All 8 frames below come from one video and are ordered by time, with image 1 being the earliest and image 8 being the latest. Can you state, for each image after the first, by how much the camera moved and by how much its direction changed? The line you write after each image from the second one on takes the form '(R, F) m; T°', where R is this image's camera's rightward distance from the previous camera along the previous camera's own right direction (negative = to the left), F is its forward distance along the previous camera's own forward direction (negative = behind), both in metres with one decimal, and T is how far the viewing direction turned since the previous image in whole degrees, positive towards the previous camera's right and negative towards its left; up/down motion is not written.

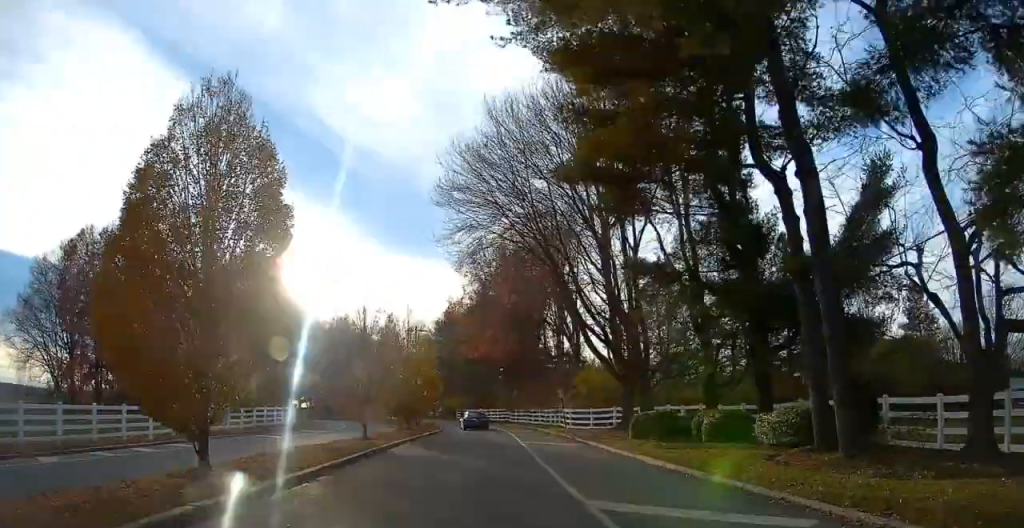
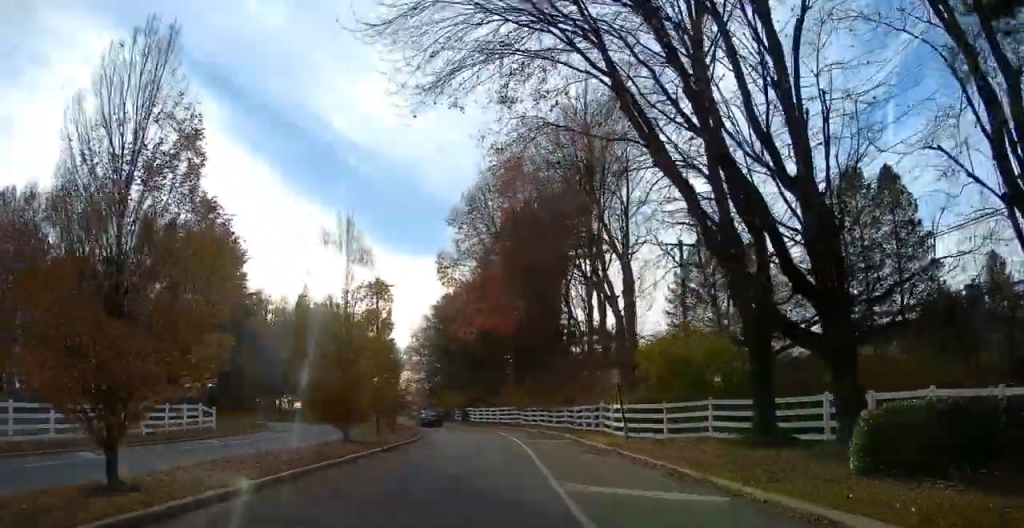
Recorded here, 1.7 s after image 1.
(-0.8, +18.9) m; -5°
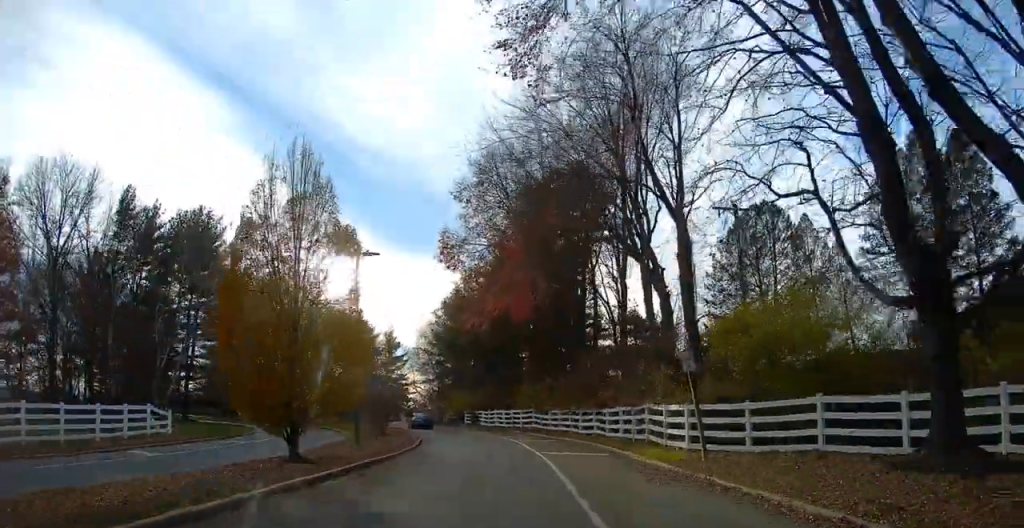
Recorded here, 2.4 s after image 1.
(-0.1, +7.7) m; 0°
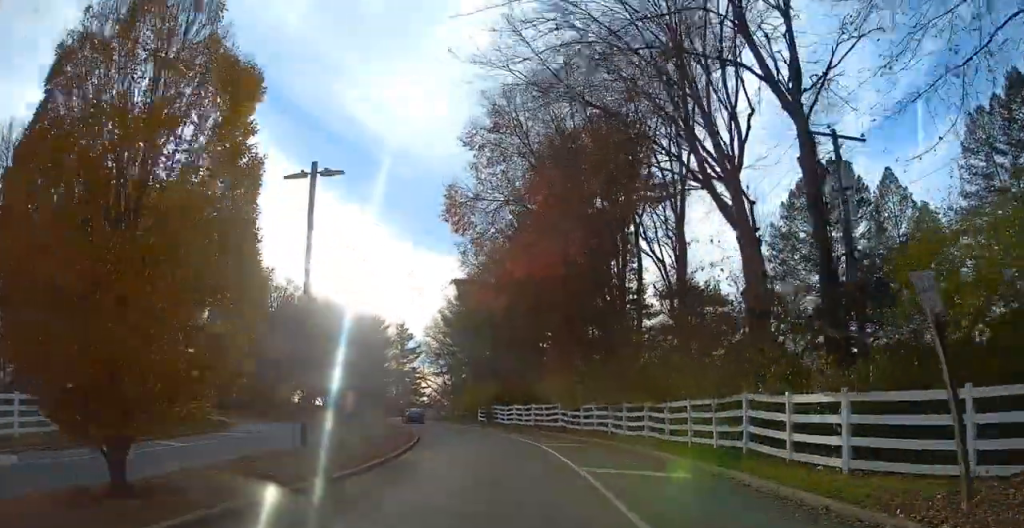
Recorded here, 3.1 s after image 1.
(0.0, +8.9) m; 0°
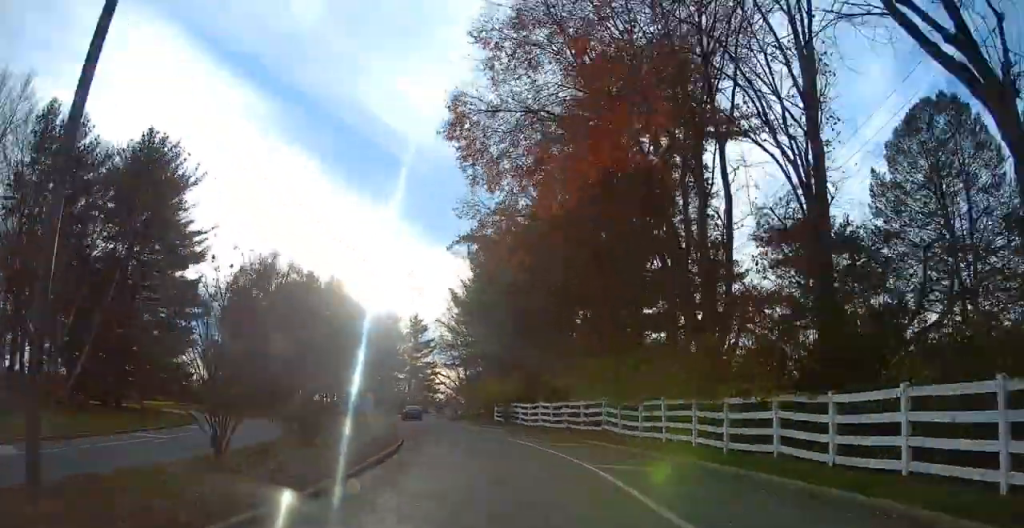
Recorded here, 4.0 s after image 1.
(0.0, +10.9) m; -1°
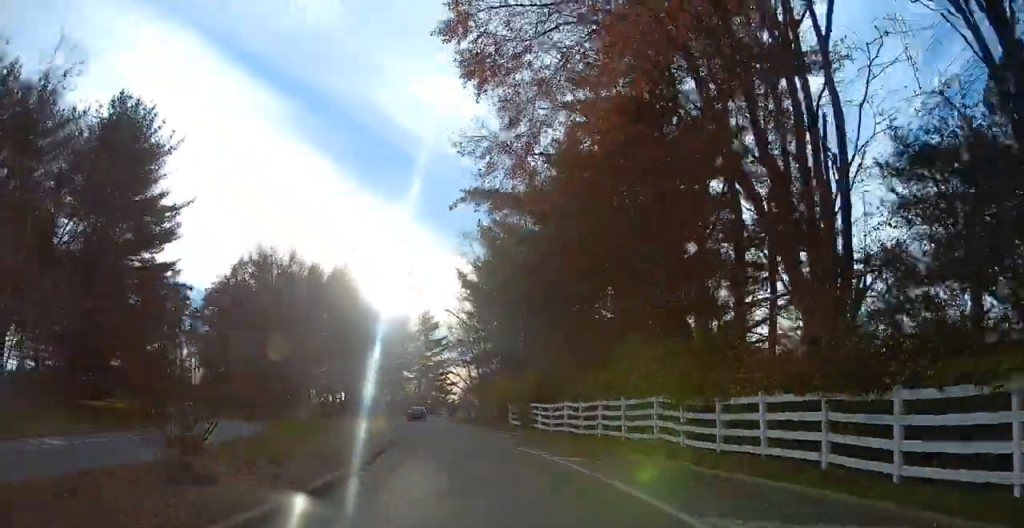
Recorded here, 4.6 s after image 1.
(-0.1, +7.7) m; 0°
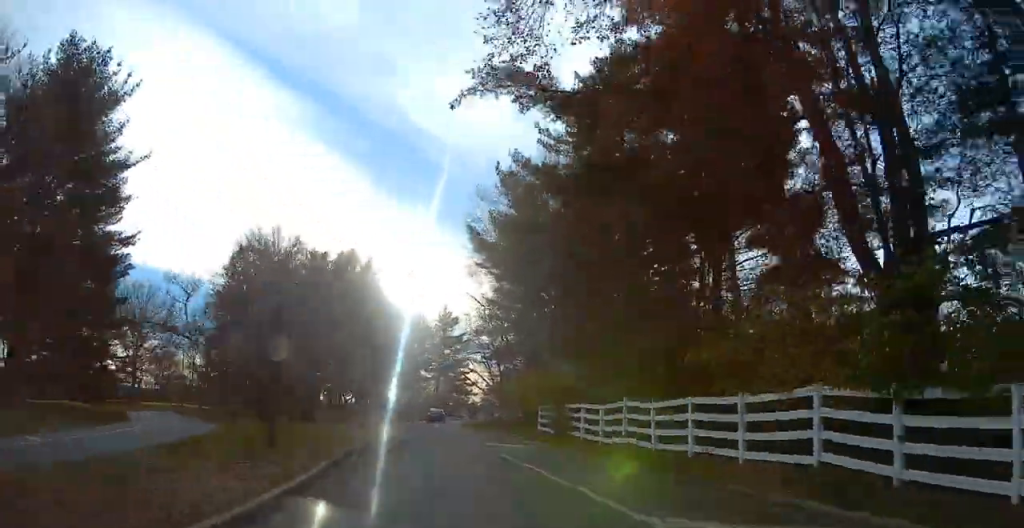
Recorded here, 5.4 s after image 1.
(0.0, +11.1) m; 0°
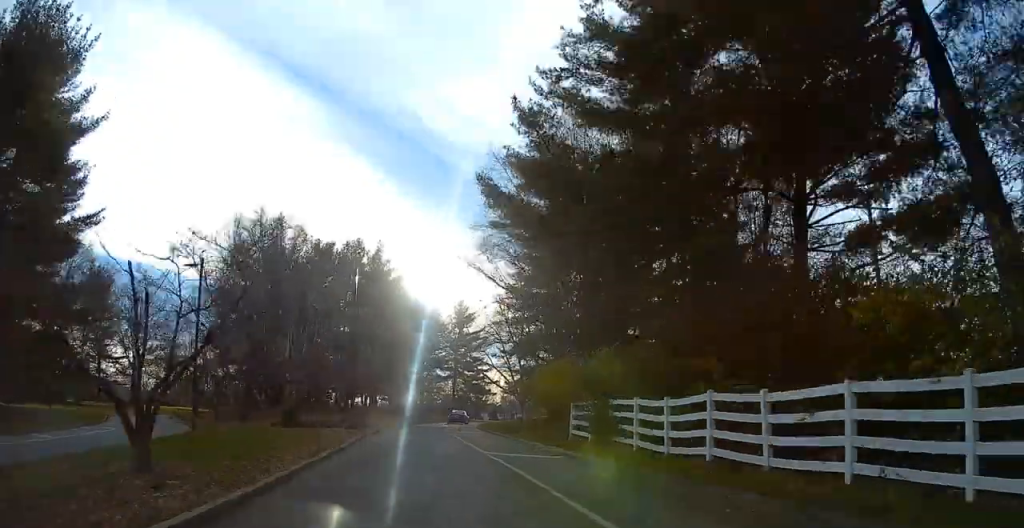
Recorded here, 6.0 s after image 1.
(0.0, +7.4) m; +1°
